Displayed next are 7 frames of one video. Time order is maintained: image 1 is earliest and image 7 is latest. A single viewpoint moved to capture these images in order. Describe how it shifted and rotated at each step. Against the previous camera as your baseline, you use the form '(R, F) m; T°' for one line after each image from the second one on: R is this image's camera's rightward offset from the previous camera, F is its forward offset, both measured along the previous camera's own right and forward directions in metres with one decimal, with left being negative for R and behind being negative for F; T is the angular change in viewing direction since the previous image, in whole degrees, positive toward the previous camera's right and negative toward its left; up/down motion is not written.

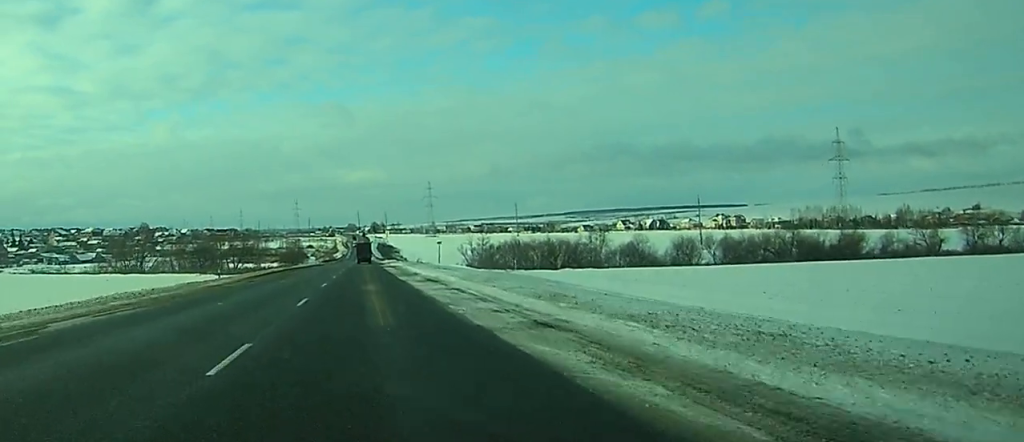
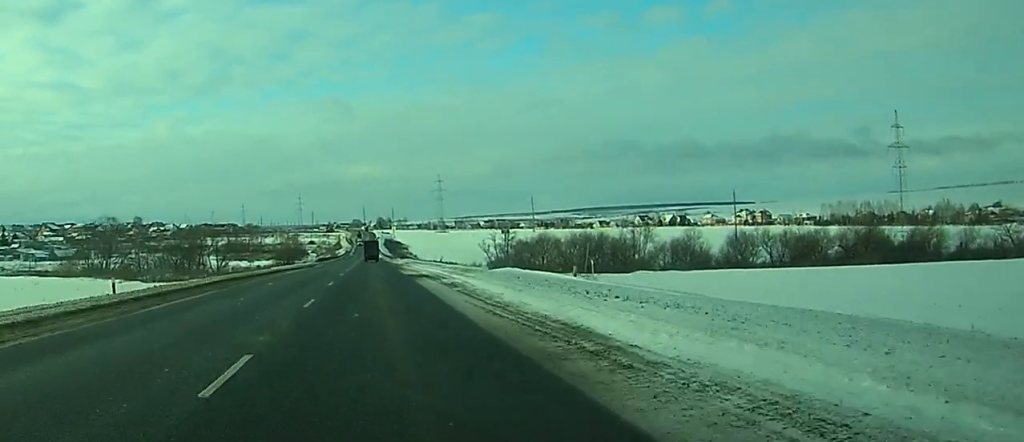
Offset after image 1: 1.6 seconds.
(+0.2, +36.6) m; 0°
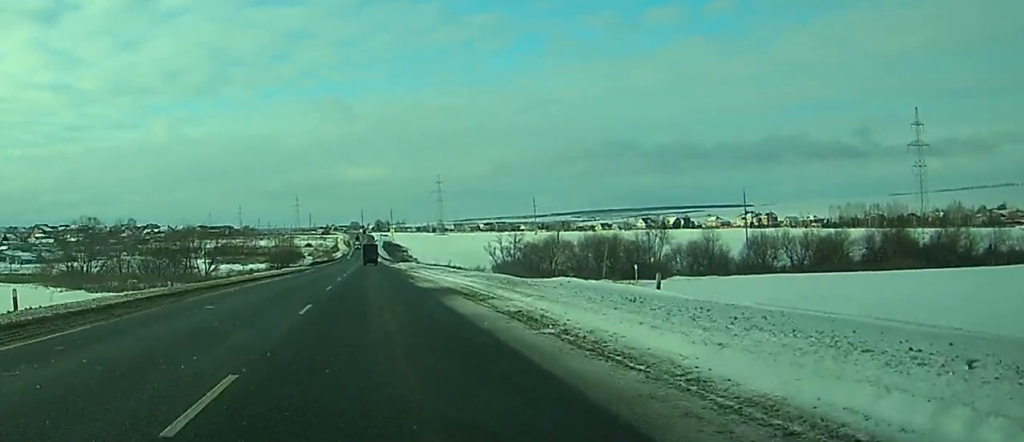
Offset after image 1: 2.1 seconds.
(0.0, +13.4) m; 0°
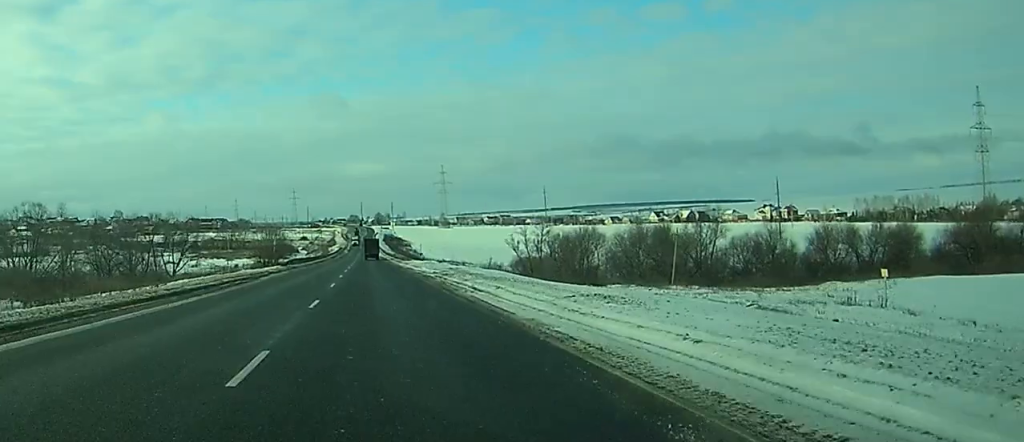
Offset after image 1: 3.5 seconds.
(-0.1, +33.3) m; 0°
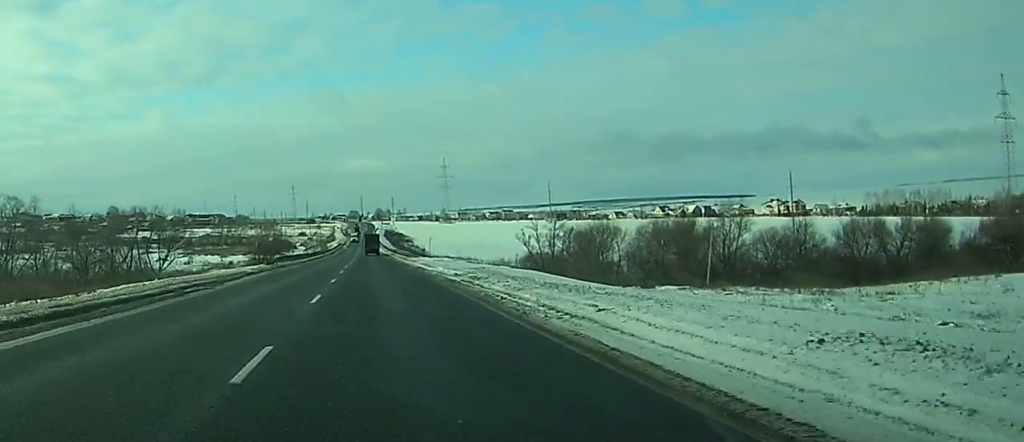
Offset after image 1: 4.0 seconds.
(0.0, +11.9) m; 0°
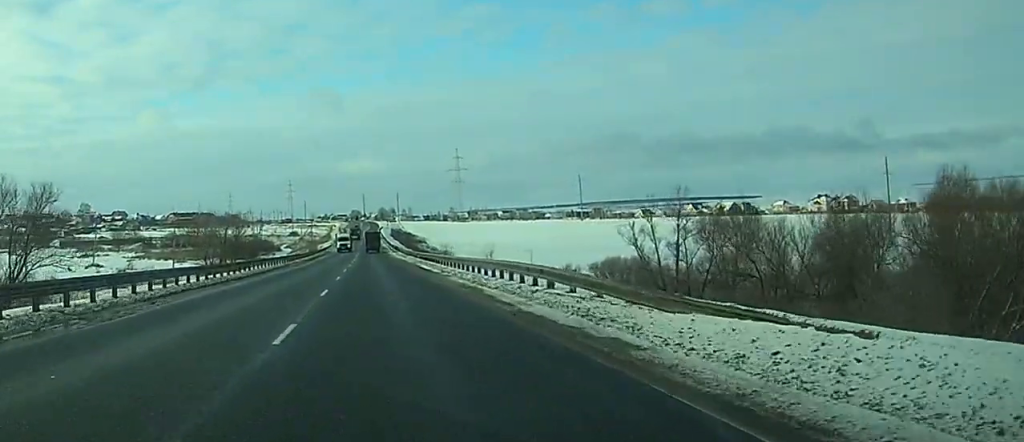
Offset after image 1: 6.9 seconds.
(-0.2, +68.4) m; 0°
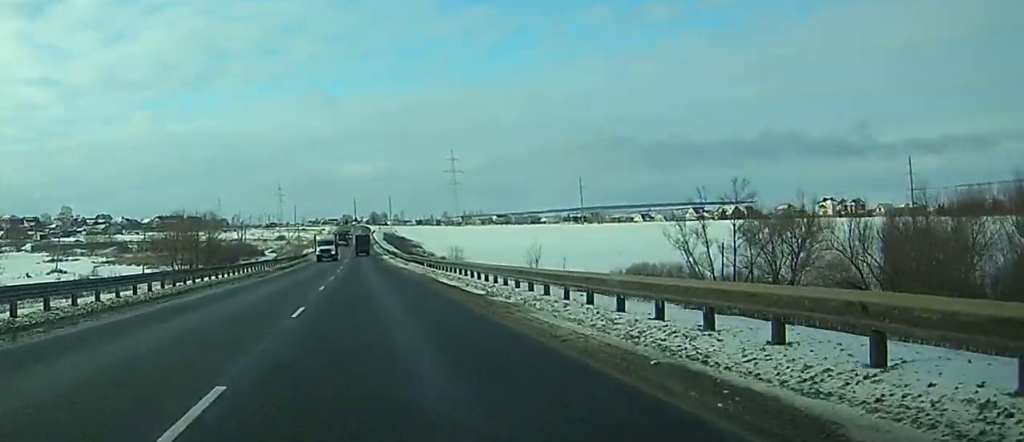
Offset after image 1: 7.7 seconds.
(0.0, +18.5) m; 0°
